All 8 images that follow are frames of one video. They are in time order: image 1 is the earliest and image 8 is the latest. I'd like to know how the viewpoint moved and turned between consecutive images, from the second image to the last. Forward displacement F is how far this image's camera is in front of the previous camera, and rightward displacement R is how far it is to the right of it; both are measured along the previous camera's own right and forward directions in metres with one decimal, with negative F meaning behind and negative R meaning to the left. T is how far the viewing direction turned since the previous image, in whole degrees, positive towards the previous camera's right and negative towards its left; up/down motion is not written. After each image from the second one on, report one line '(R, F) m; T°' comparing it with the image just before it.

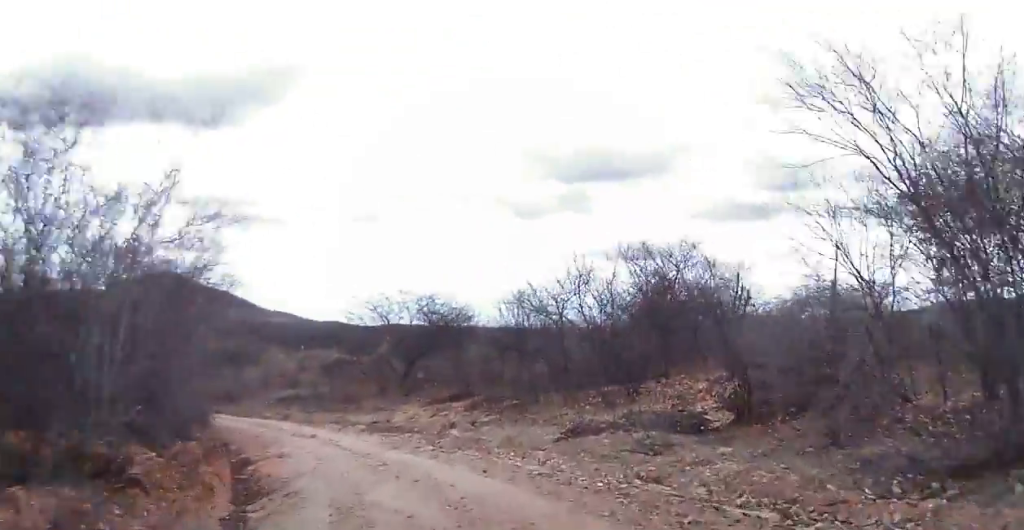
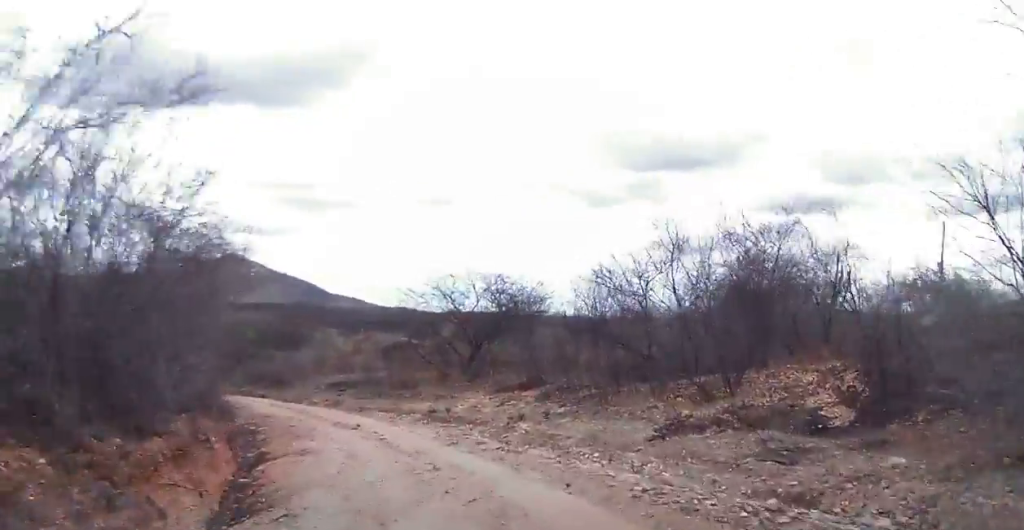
(-0.2, +3.5) m; -3°
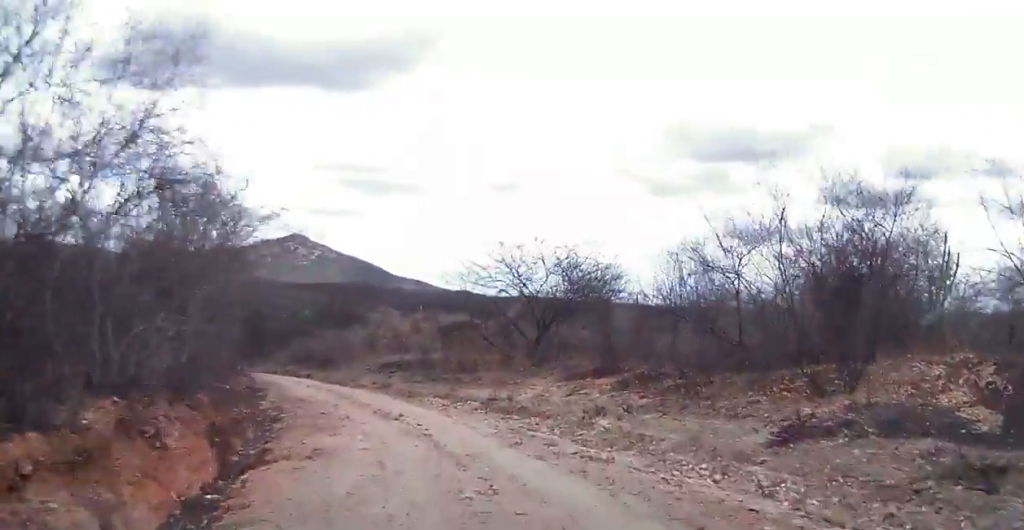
(0.0, +3.3) m; 0°
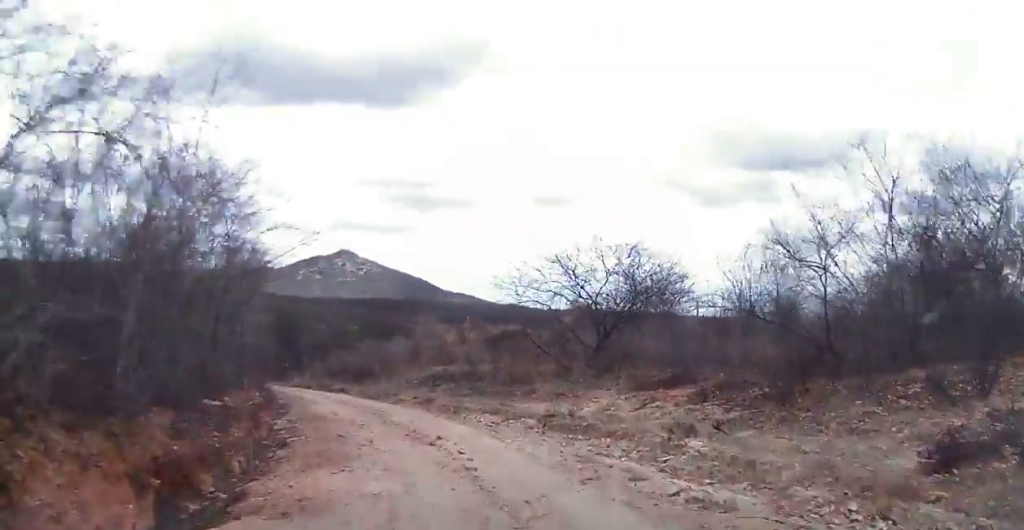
(0.0, +3.0) m; -4°
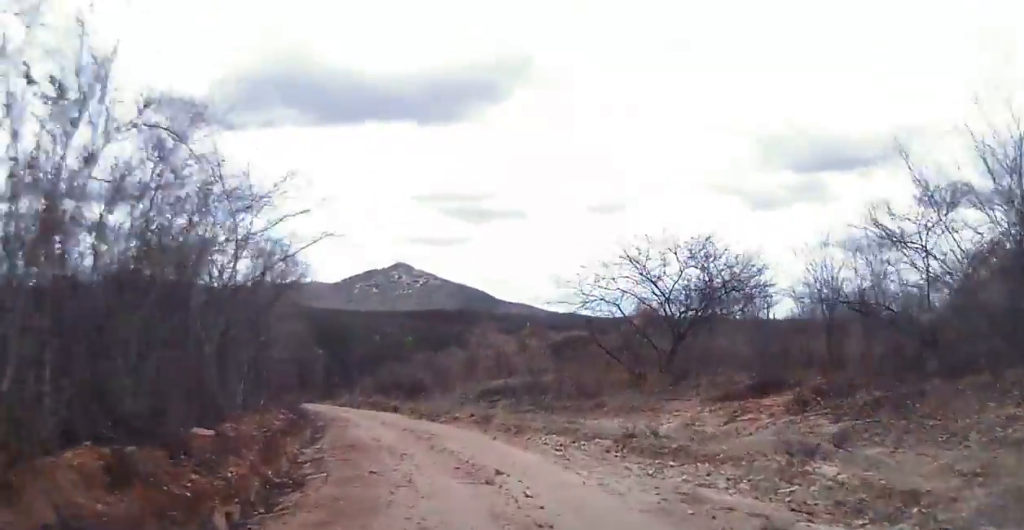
(+0.2, +2.6) m; -5°
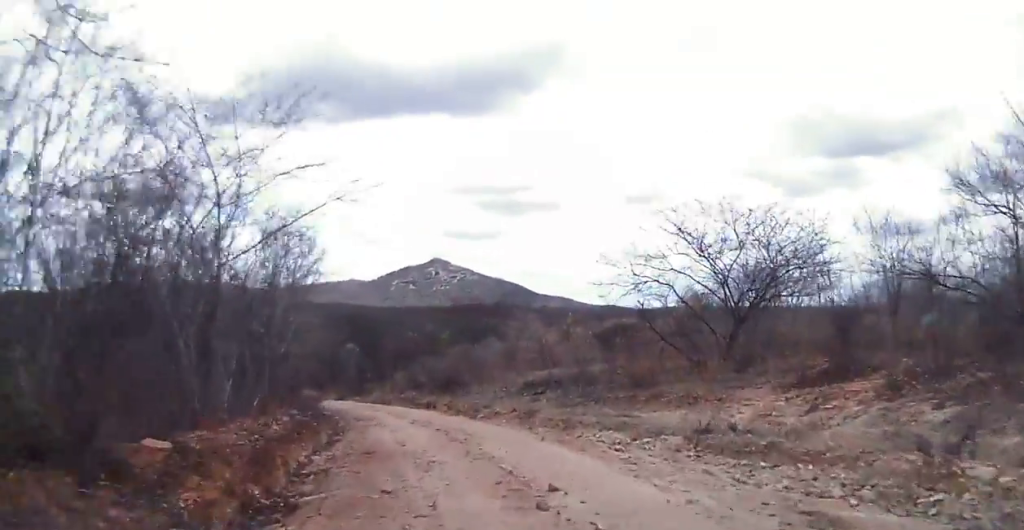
(-0.1, +2.4) m; -5°
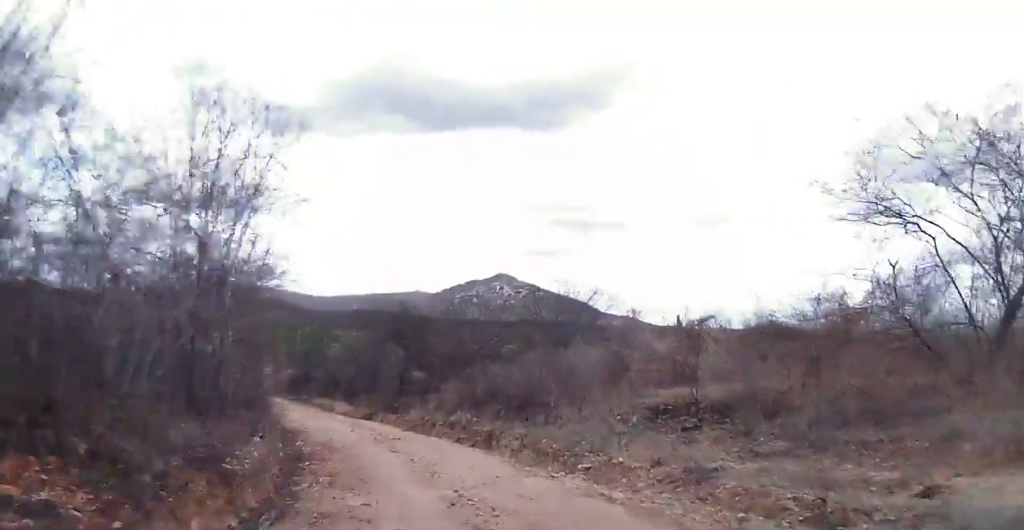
(-1.9, +10.0) m; -17°
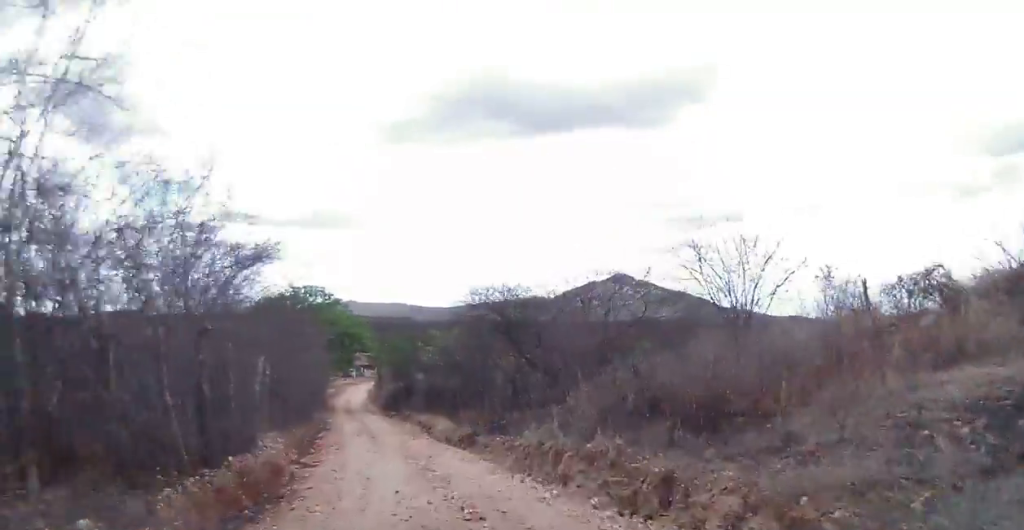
(-0.2, +7.4) m; 0°
